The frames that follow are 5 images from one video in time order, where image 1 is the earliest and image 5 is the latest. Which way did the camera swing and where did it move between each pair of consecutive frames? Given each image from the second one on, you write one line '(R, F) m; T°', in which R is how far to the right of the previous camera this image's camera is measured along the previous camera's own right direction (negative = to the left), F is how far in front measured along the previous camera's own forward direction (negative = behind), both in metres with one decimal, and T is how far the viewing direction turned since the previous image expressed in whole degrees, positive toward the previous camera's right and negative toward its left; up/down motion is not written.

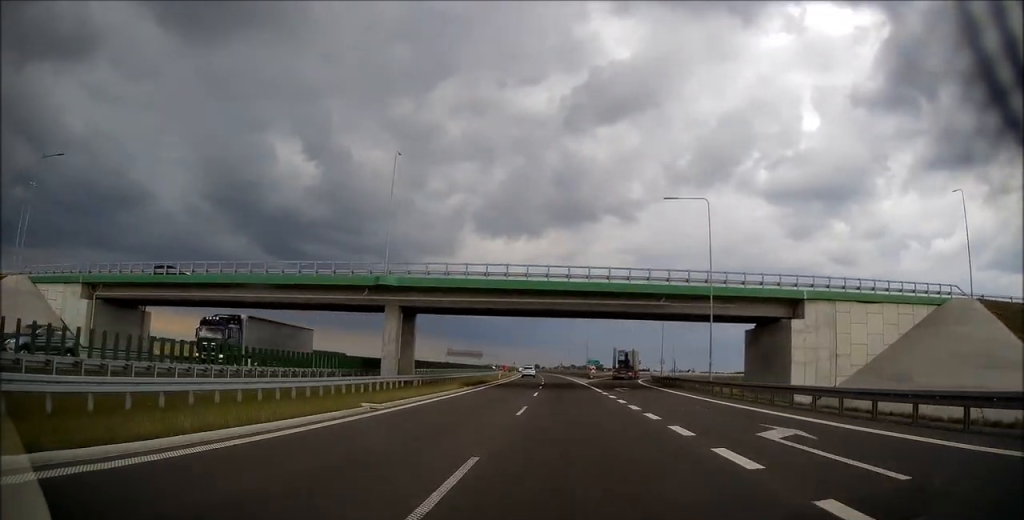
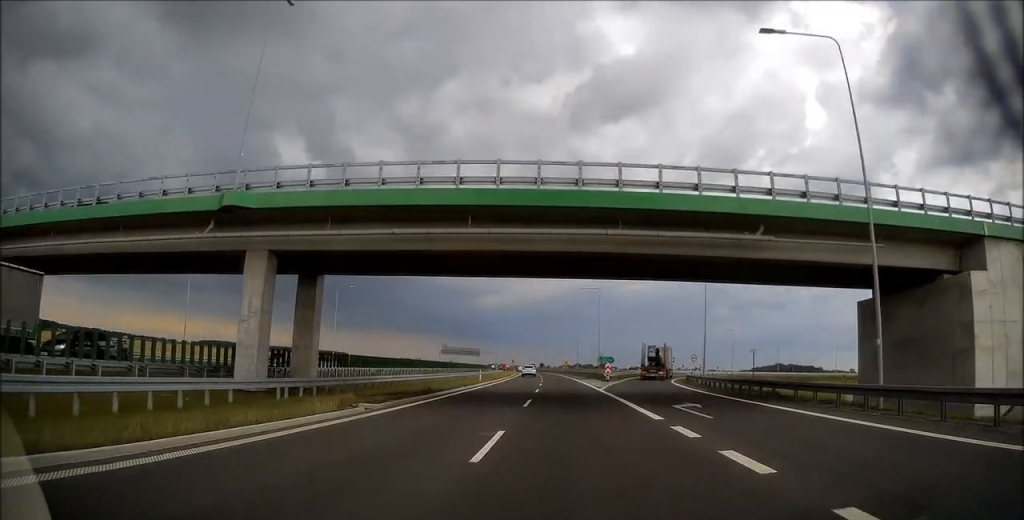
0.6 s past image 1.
(-0.2, +20.4) m; -1°
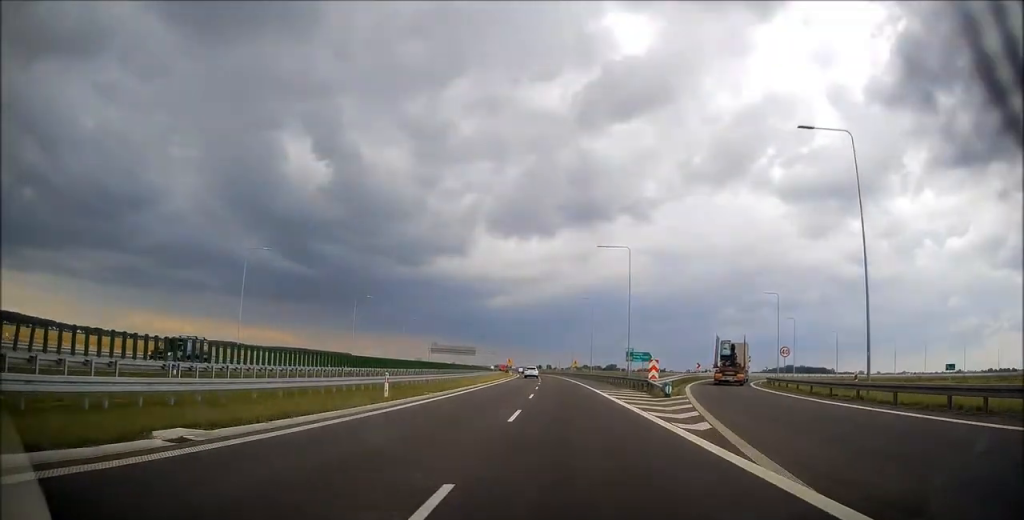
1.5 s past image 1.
(-0.4, +29.6) m; -1°
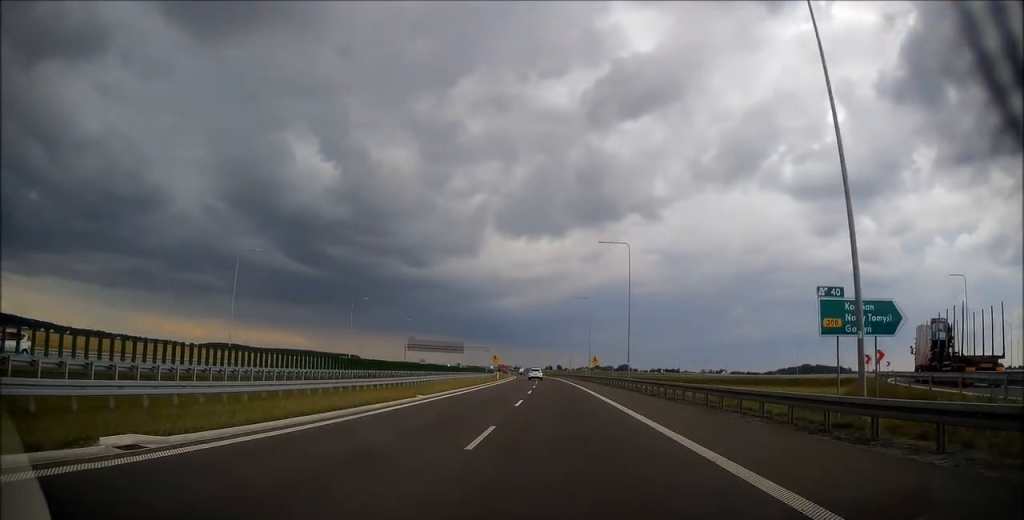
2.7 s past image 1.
(-0.5, +41.0) m; -2°
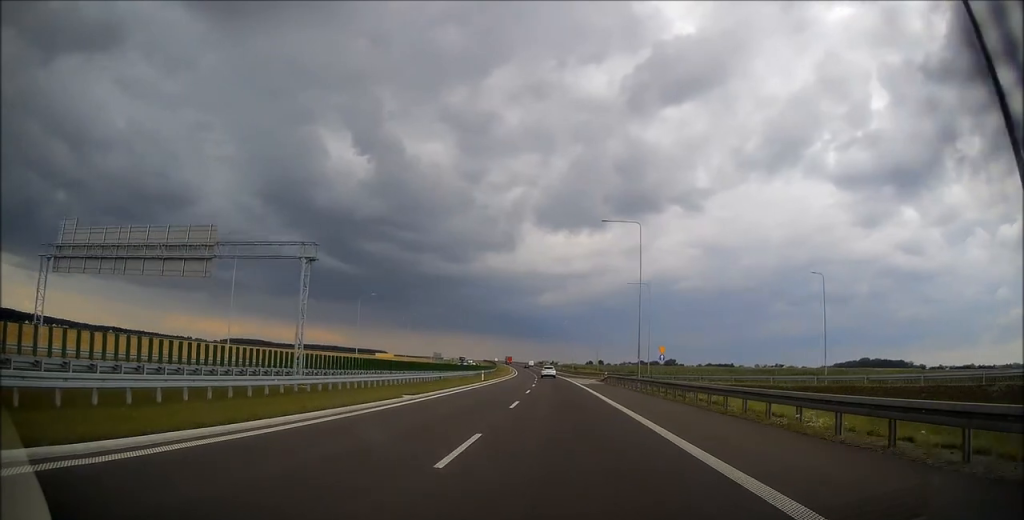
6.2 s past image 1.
(-3.5, +122.5) m; -3°
